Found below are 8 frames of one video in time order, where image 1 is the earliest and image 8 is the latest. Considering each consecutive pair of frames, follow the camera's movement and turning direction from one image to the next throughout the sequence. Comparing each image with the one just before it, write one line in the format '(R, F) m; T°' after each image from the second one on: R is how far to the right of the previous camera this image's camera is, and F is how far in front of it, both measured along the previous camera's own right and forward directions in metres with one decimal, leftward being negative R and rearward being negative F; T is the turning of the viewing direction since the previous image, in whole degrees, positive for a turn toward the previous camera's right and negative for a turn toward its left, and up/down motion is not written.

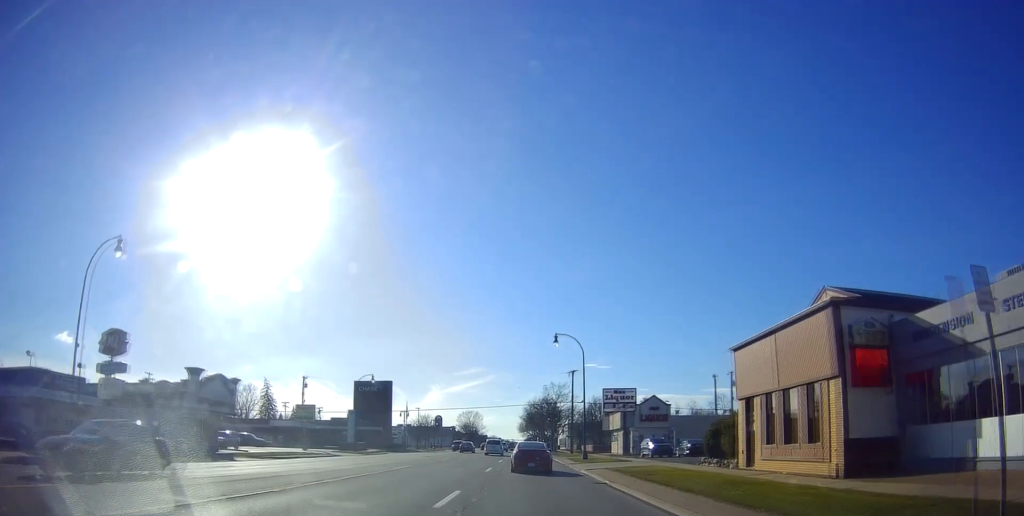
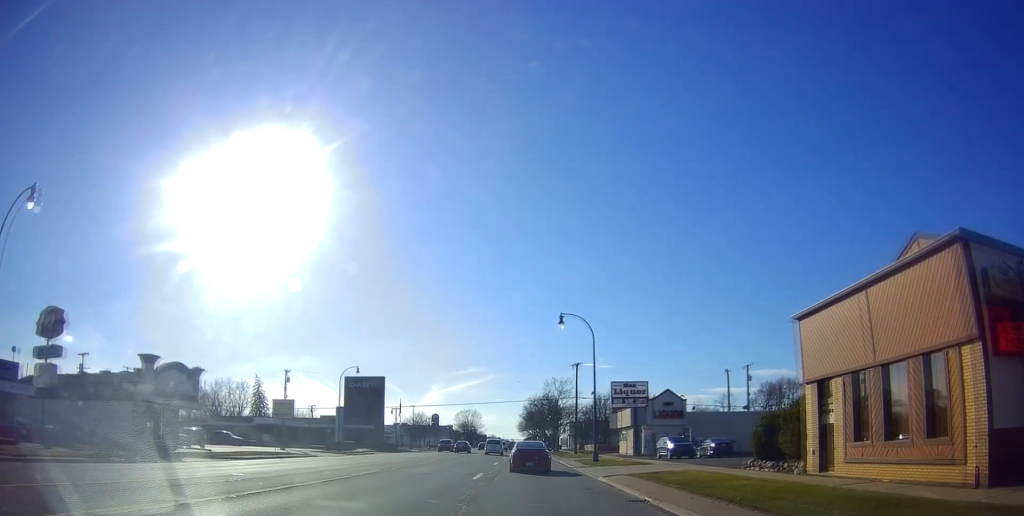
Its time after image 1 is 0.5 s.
(-0.1, +5.7) m; +1°
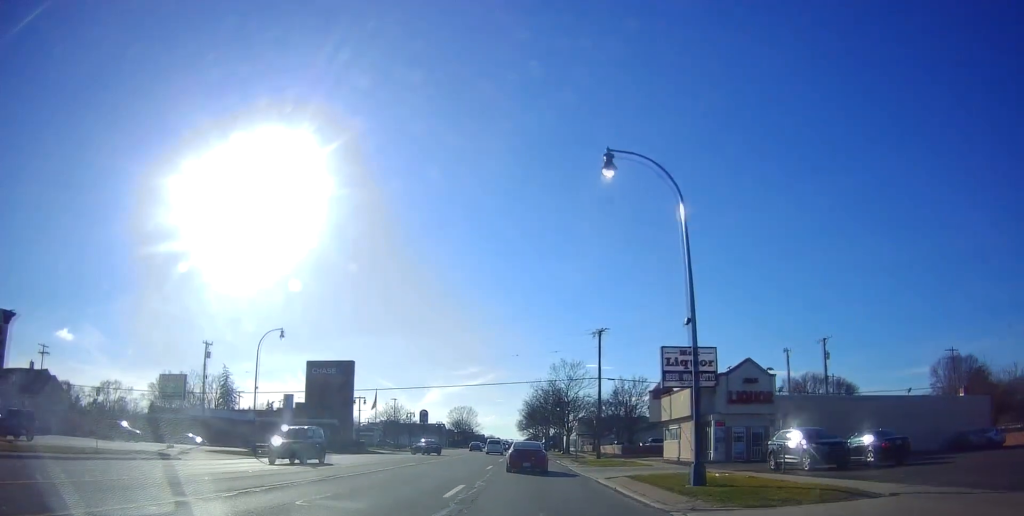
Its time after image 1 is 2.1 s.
(+0.7, +20.9) m; +2°
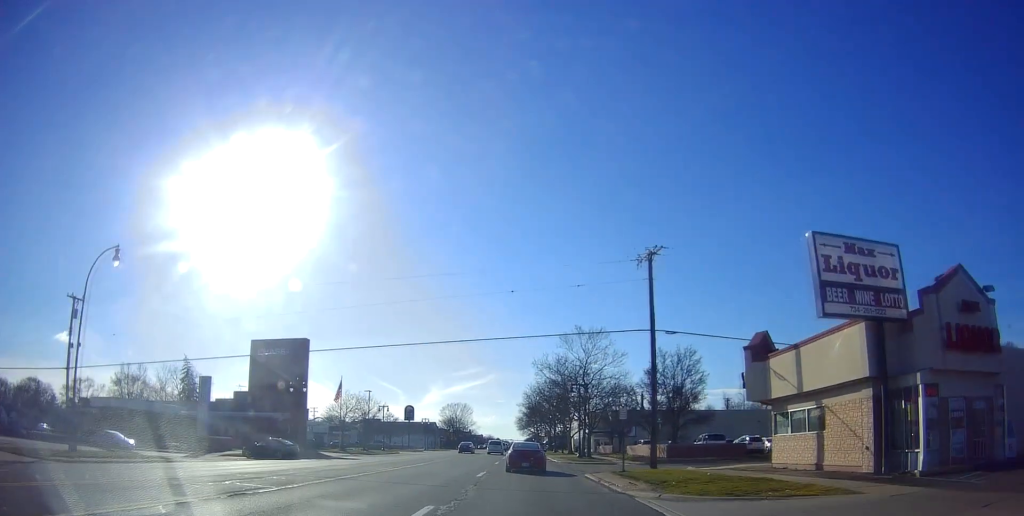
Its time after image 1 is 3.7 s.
(0.0, +21.6) m; -1°
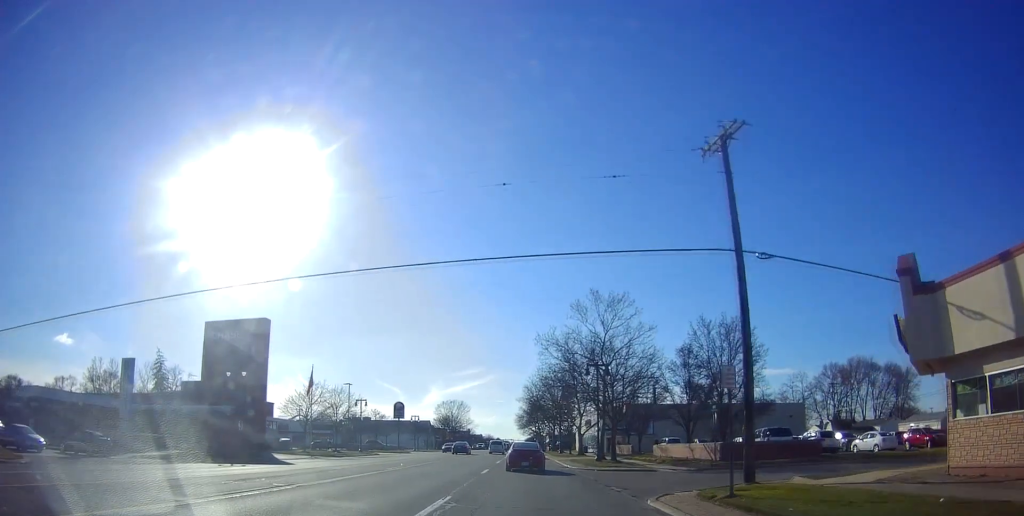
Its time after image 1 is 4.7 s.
(-0.1, +13.0) m; -3°
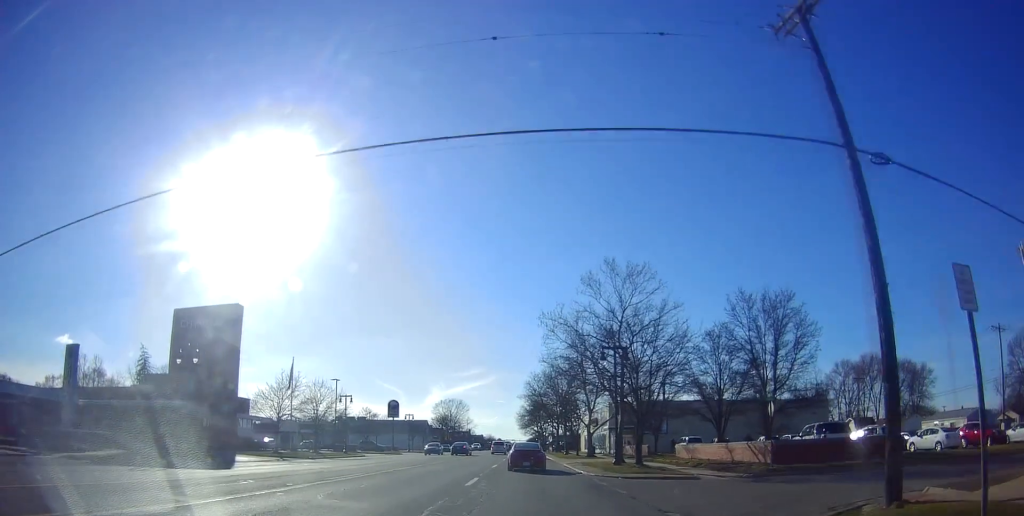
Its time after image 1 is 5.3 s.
(-0.3, +7.1) m; -1°
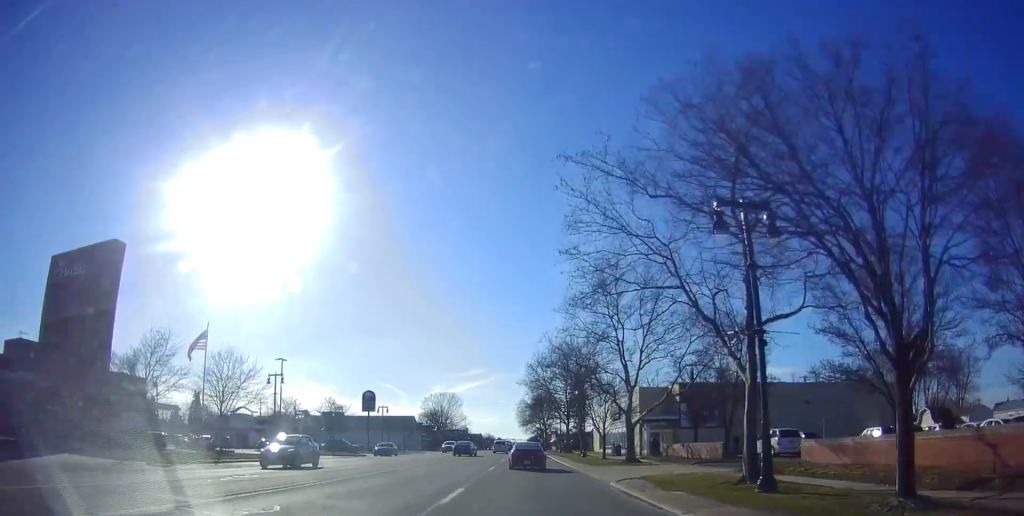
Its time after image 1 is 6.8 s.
(-0.1, +19.8) m; -1°
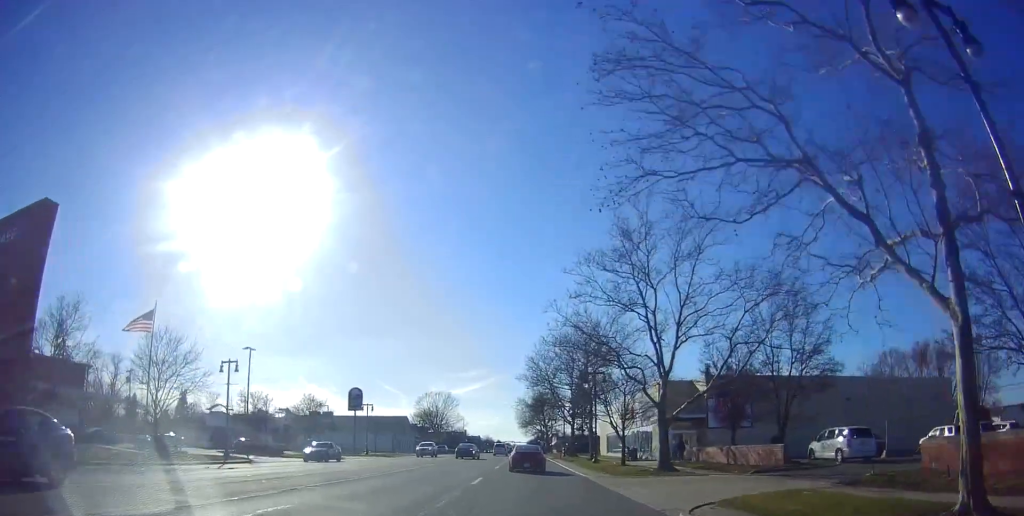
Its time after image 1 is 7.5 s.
(-0.1, +8.0) m; 0°
